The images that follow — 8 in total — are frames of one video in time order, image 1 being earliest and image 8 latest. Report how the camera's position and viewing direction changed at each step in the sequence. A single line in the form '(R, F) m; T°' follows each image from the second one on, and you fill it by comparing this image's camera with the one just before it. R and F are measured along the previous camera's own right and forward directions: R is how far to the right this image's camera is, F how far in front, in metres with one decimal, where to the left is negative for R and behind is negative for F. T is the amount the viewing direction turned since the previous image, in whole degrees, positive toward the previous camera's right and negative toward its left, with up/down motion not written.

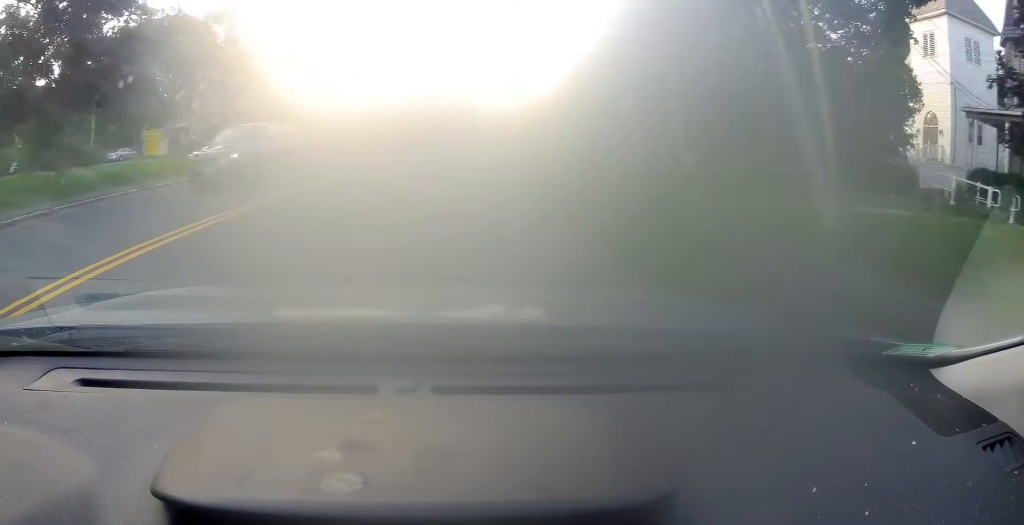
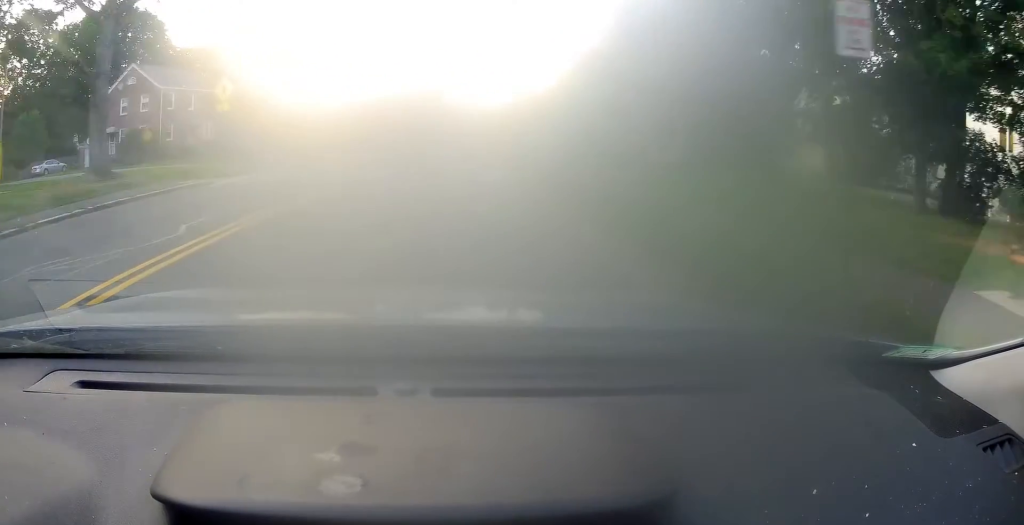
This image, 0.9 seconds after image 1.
(0.0, +11.1) m; +4°
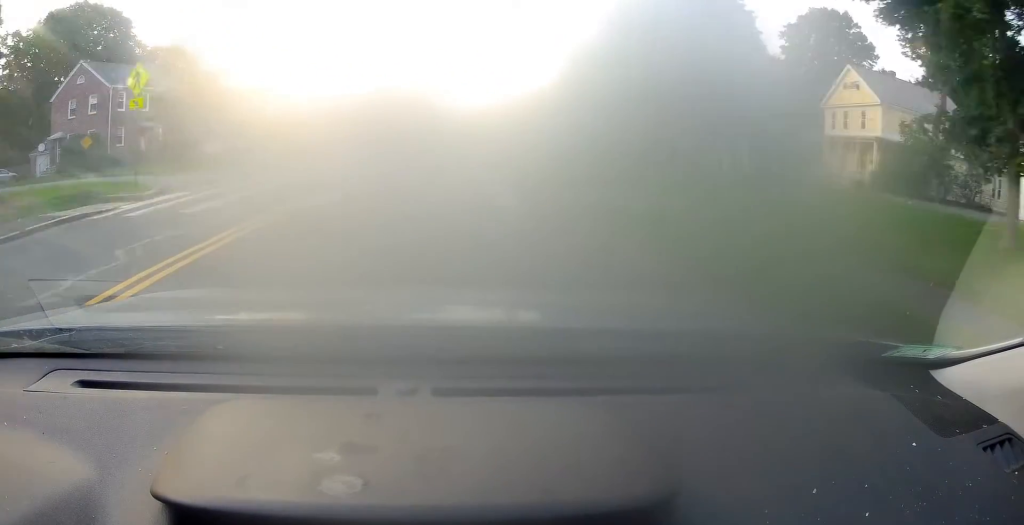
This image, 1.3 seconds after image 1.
(-0.1, +6.3) m; +2°
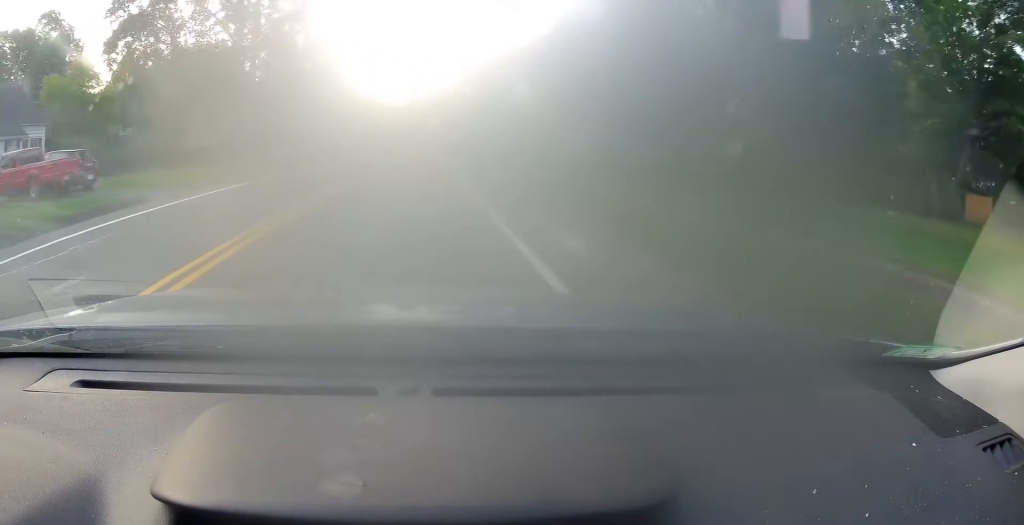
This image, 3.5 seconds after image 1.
(+2.6, +32.8) m; +5°
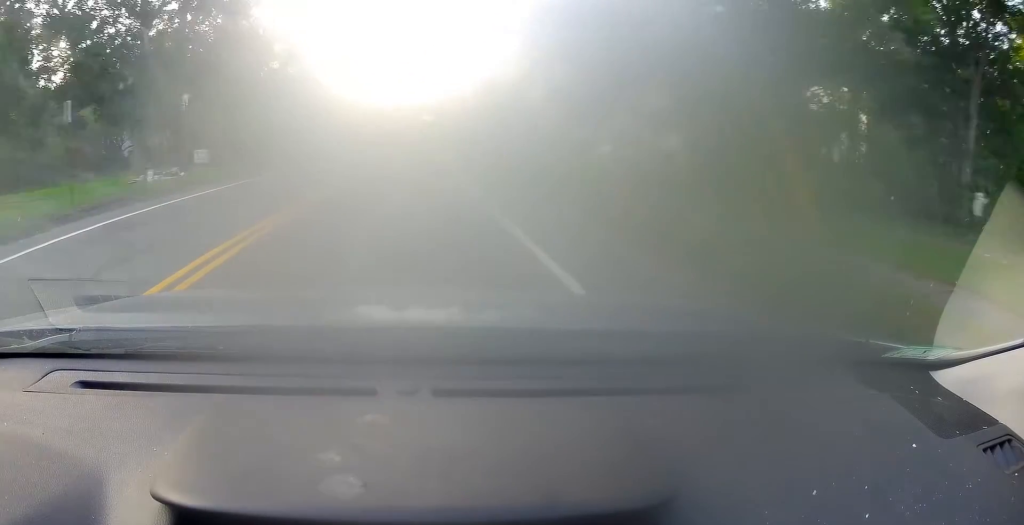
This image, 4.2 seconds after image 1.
(-0.1, +12.0) m; +2°
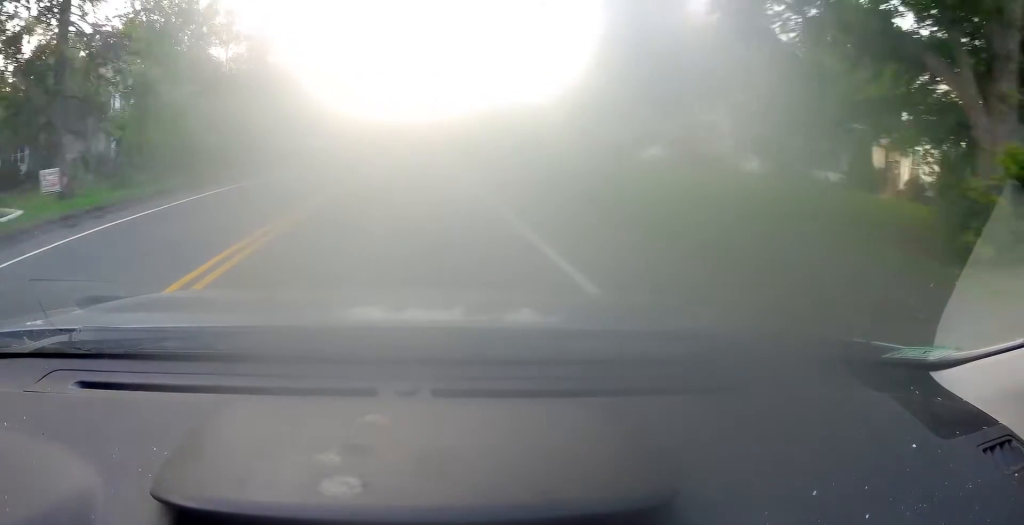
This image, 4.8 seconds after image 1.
(+0.4, +10.7) m; +1°
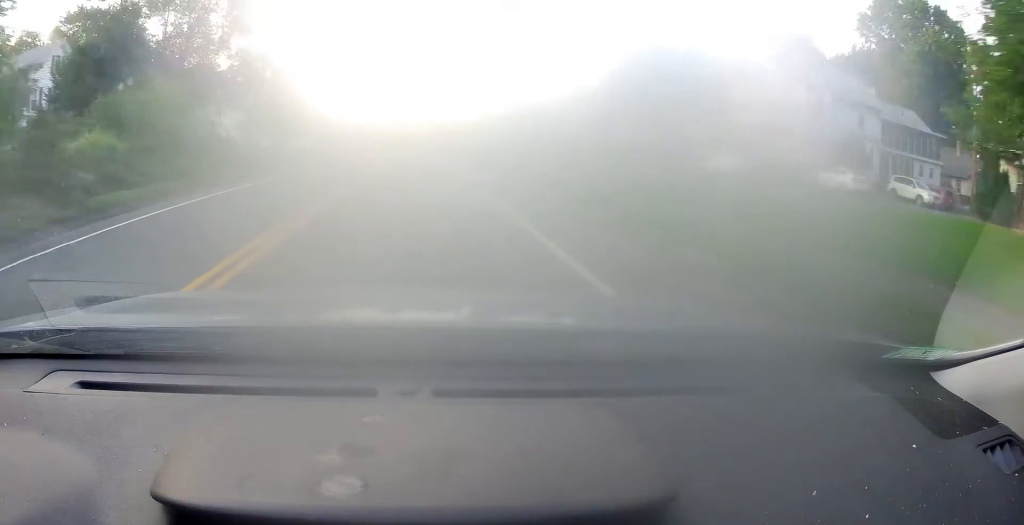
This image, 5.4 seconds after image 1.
(+0.2, +11.5) m; 0°
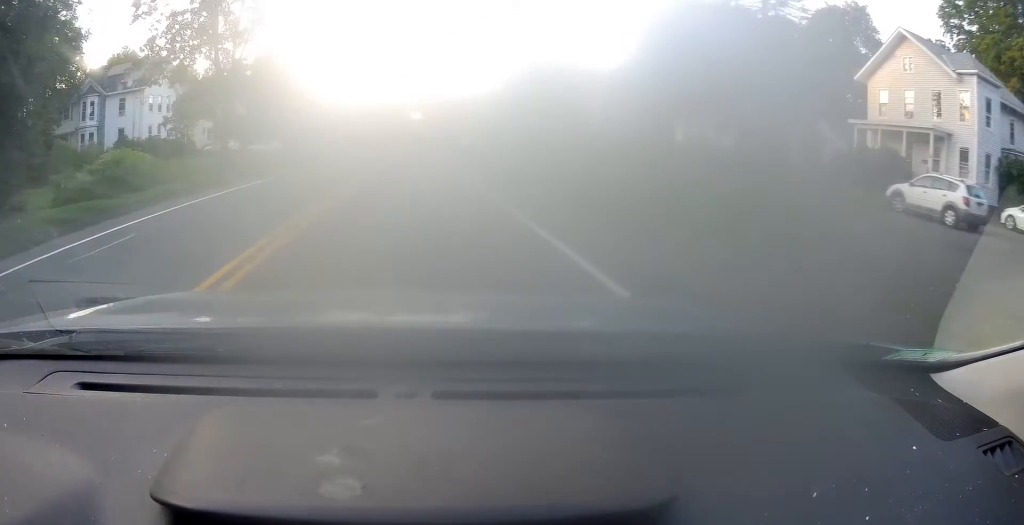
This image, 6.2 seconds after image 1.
(-0.3, +14.9) m; 0°
